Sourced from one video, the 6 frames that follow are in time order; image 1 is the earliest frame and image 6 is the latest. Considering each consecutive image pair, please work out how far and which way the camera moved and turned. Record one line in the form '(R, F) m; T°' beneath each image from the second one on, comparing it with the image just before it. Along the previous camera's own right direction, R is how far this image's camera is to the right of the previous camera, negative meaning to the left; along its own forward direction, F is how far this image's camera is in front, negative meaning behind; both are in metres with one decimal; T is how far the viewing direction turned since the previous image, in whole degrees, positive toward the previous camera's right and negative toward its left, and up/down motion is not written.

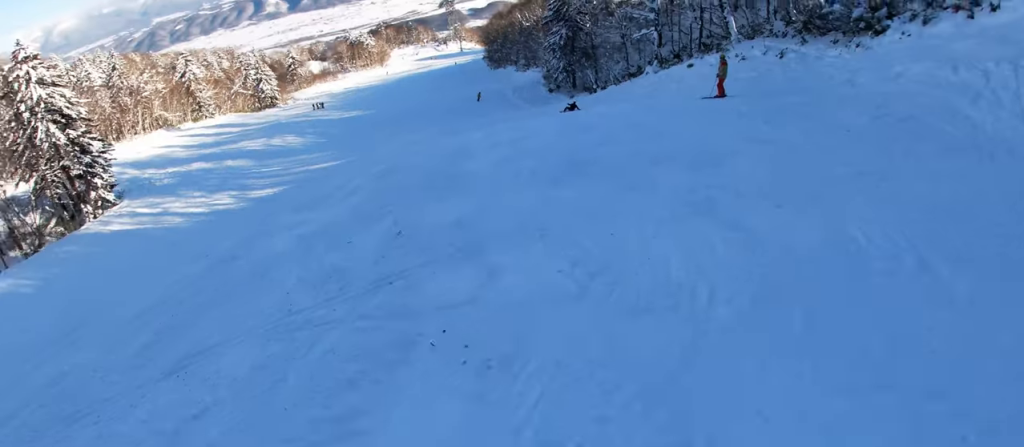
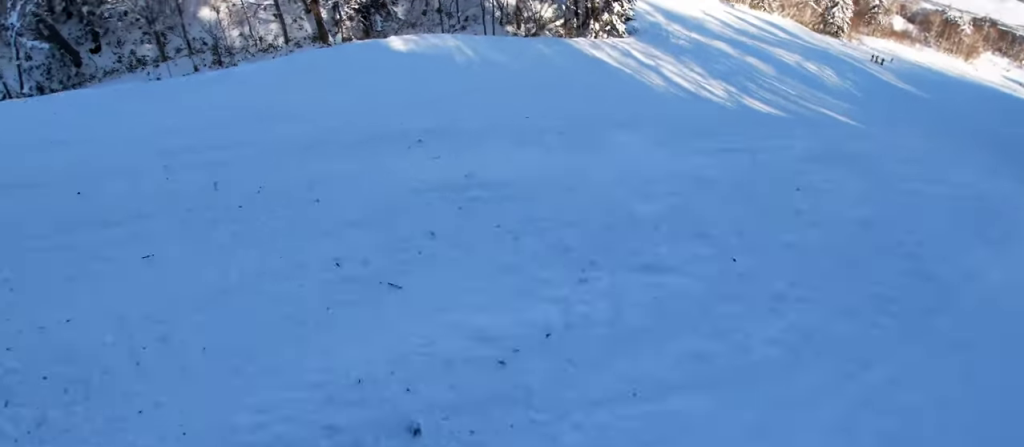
(-1.9, +6.2) m; -42°
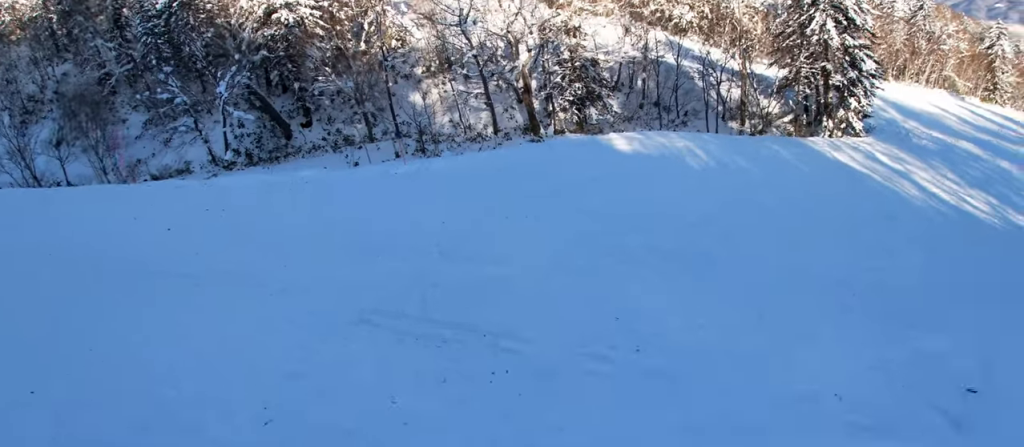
(-2.0, +5.4) m; -35°
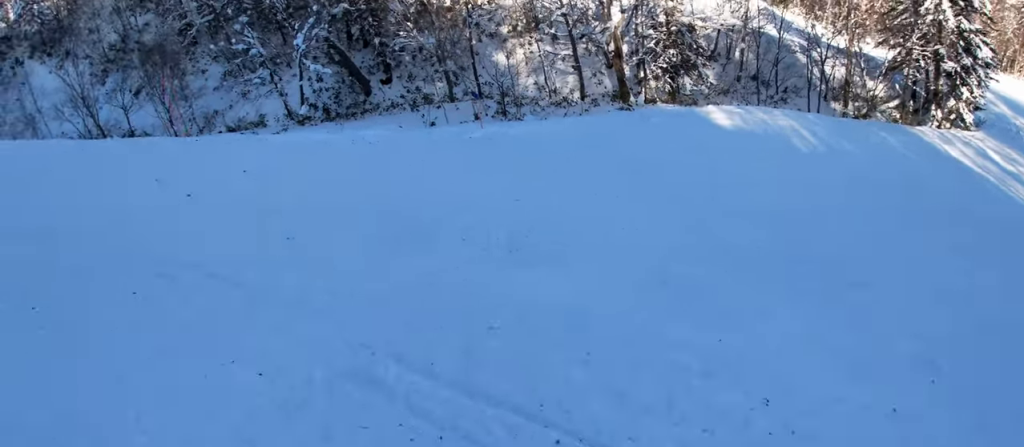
(-0.1, +1.6) m; -4°
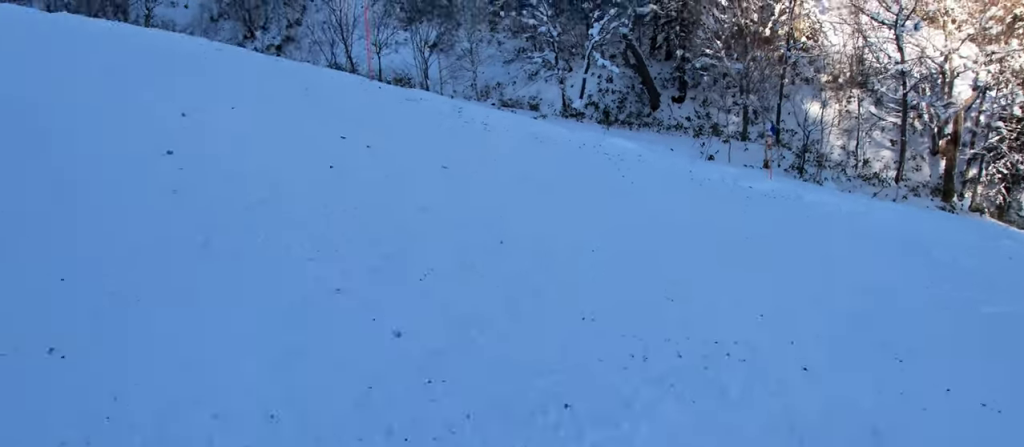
(-0.3, +4.3) m; +14°
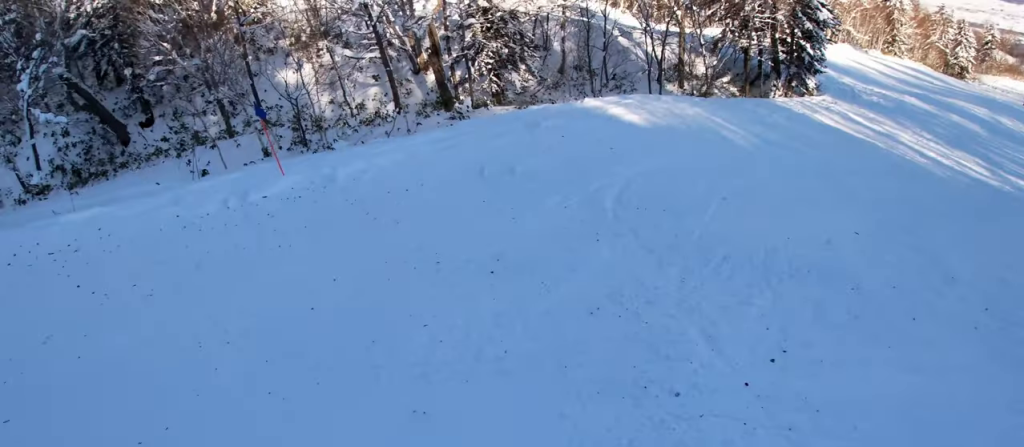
(+0.8, +4.0) m; +27°
